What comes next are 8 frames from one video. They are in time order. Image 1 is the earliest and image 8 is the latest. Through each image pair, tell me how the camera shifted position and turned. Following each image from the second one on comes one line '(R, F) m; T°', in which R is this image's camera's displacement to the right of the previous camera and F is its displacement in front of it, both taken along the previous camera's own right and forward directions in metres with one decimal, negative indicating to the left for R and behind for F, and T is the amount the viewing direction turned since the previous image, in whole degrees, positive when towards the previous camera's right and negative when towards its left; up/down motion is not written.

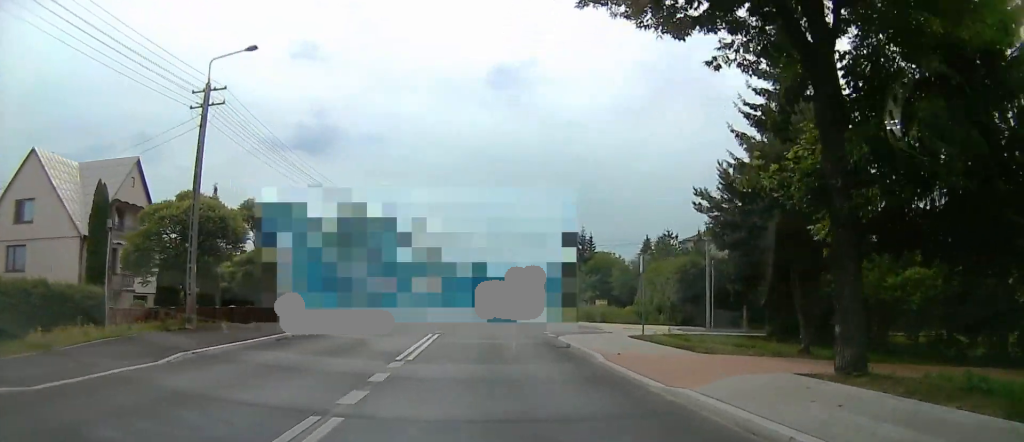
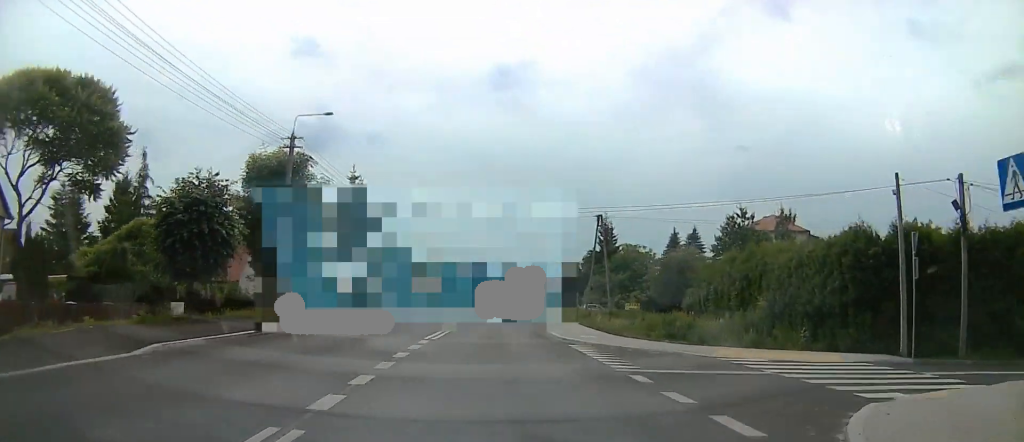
(-0.6, +18.1) m; -2°
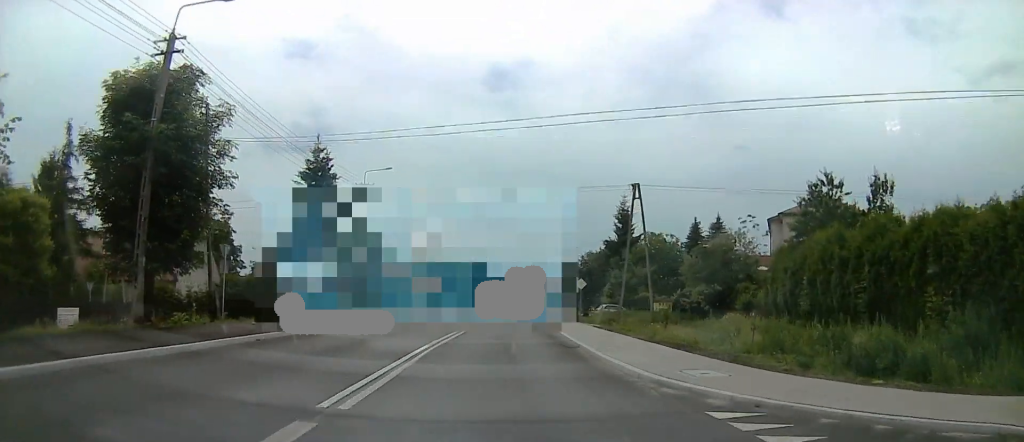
(-0.2, +12.4) m; 0°
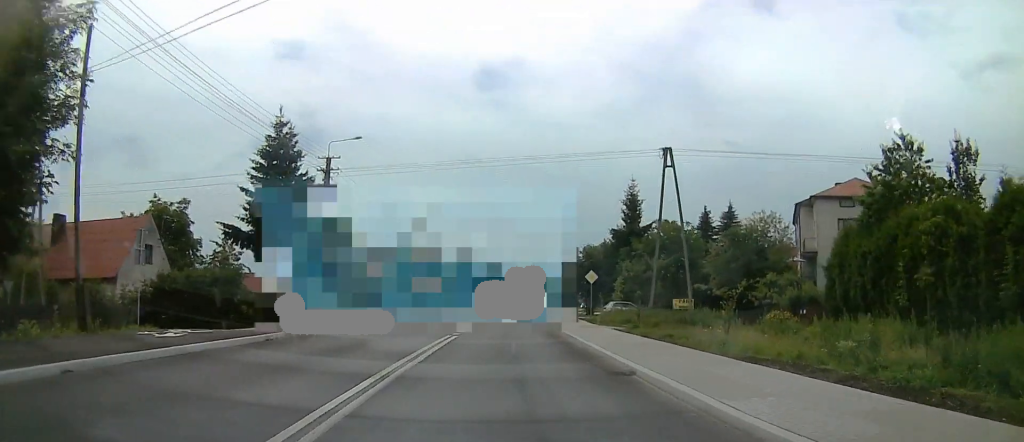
(0.0, +8.2) m; +3°
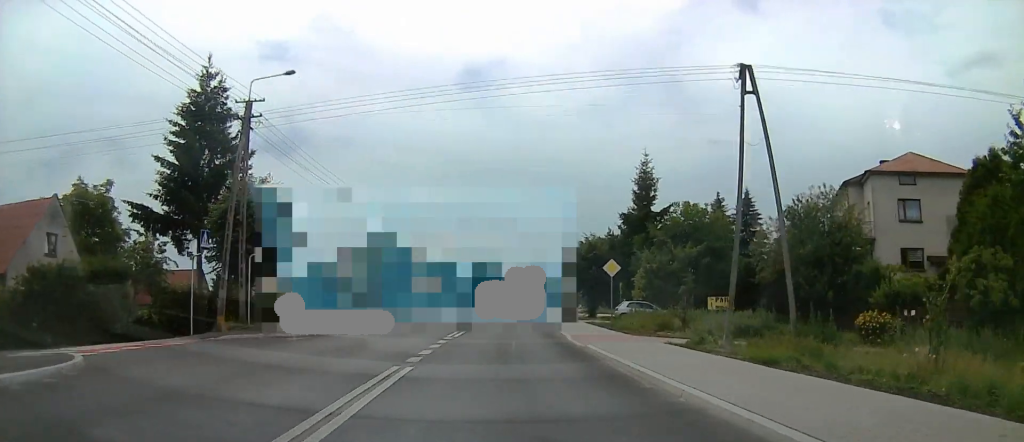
(+0.2, +10.4) m; +5°
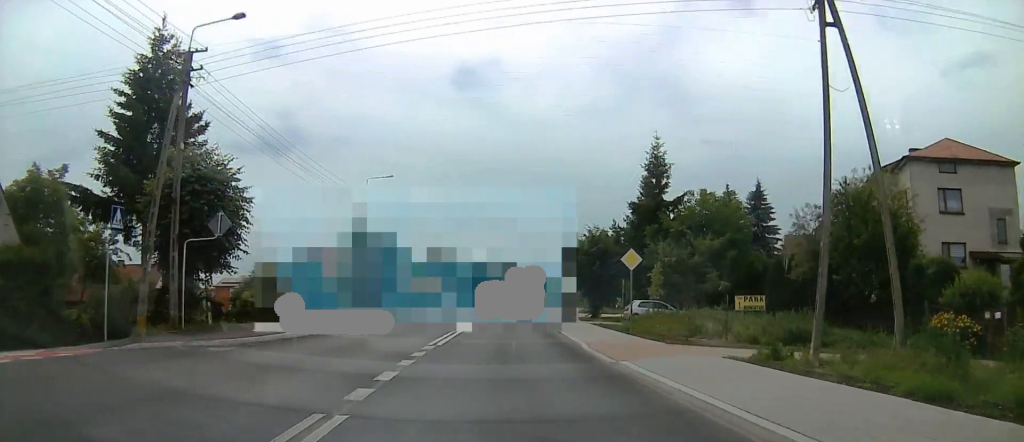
(+0.6, +5.2) m; 0°
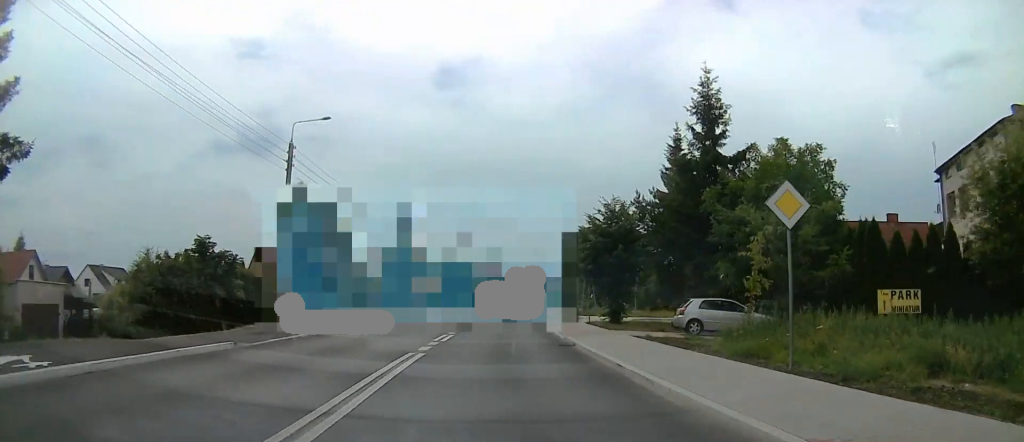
(-0.4, +14.0) m; 0°
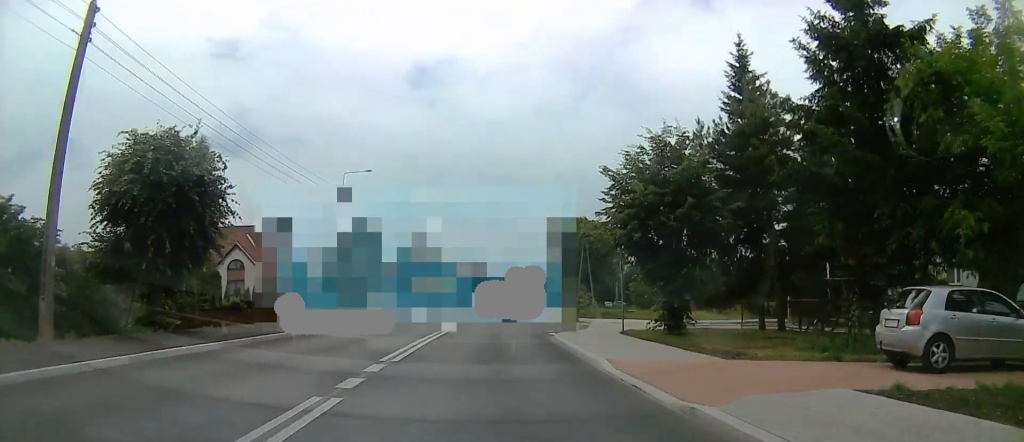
(+0.7, +15.3) m; +5°
